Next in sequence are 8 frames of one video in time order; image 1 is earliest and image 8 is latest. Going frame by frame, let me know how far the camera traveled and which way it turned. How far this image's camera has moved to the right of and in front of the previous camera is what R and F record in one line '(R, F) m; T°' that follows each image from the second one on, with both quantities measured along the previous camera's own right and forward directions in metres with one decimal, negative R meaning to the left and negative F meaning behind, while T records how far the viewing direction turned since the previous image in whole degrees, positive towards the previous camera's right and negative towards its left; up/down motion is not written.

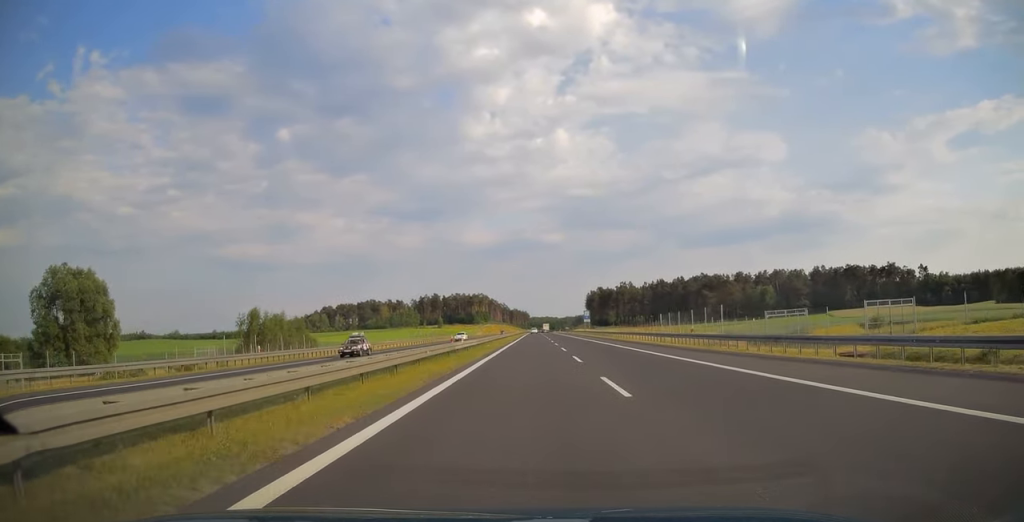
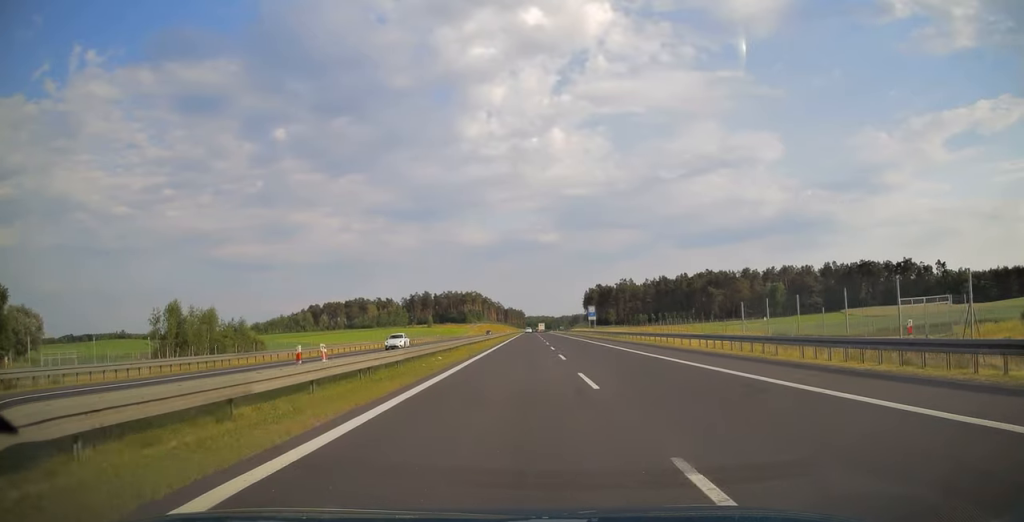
(0.0, +22.6) m; 0°
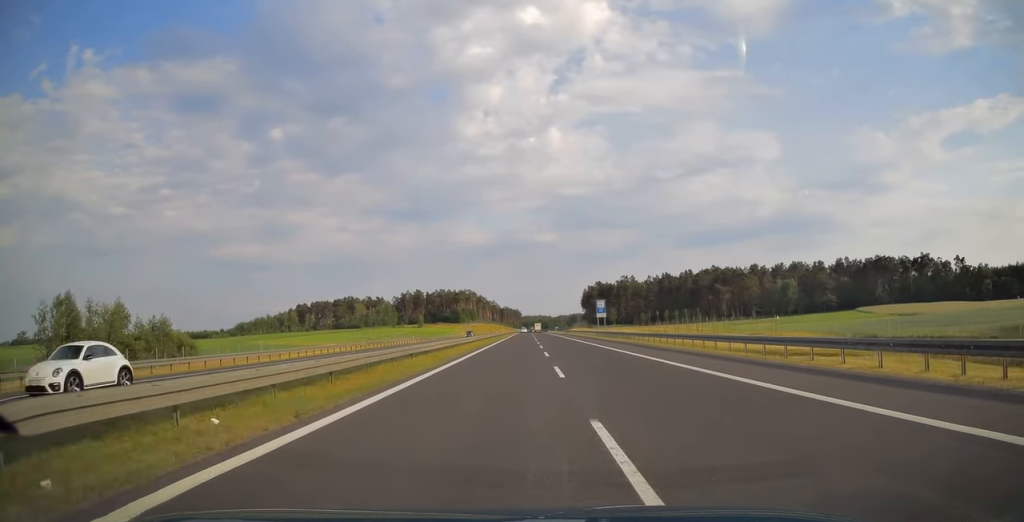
(+0.1, +20.9) m; 0°
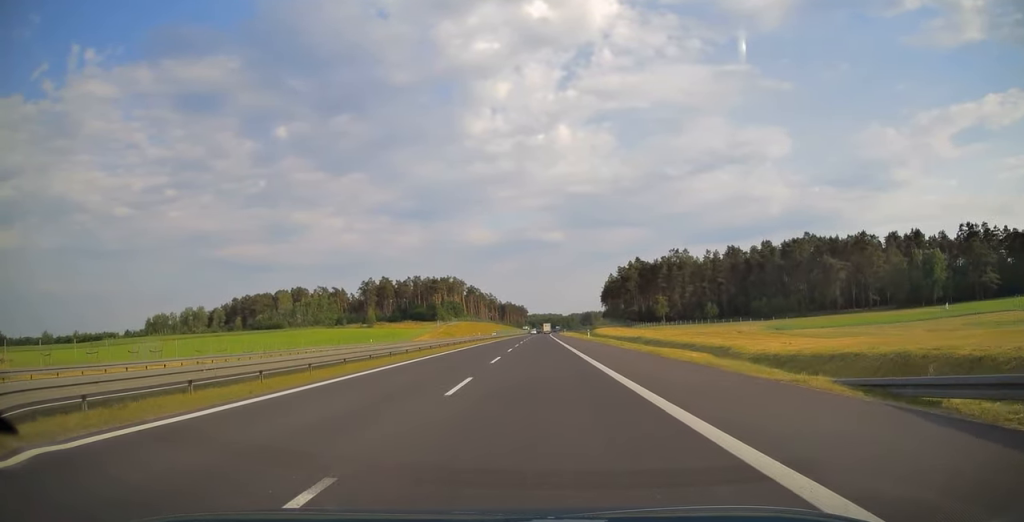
(+0.8, +123.6) m; 0°
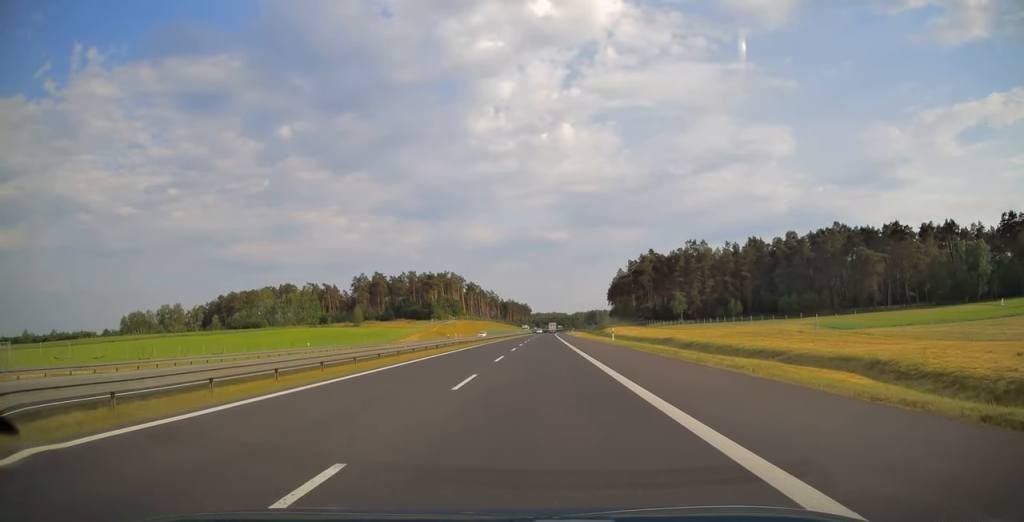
(-0.1, +23.1) m; 0°
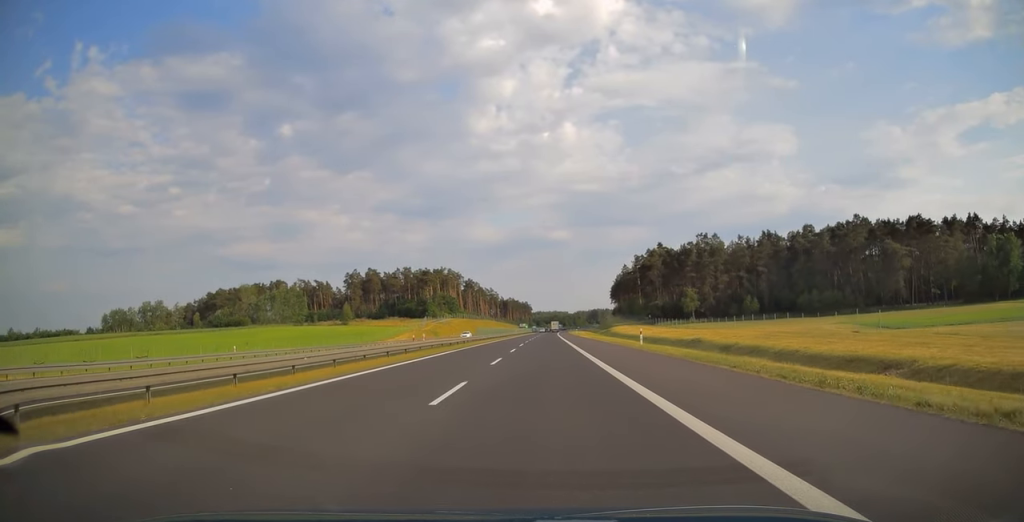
(0.0, +14.8) m; 0°
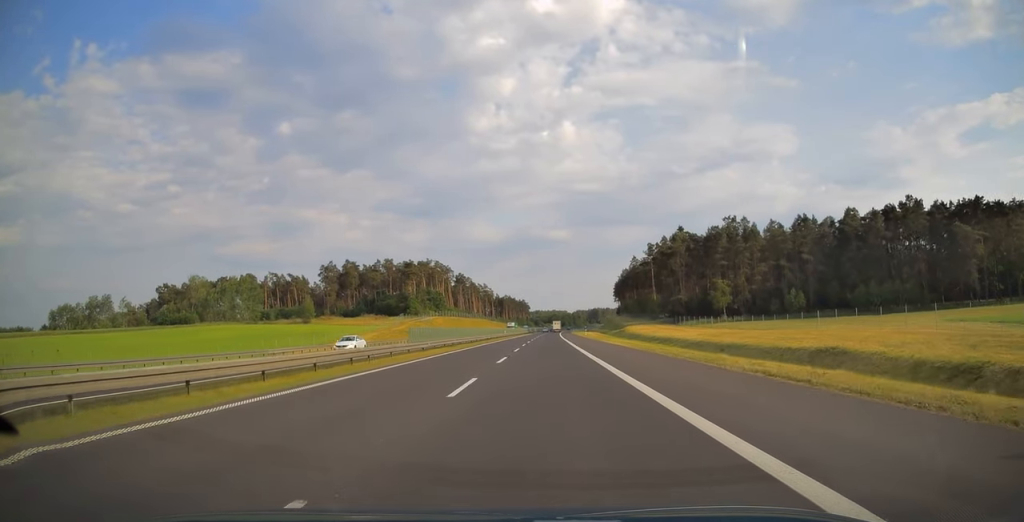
(-0.1, +34.6) m; 0°
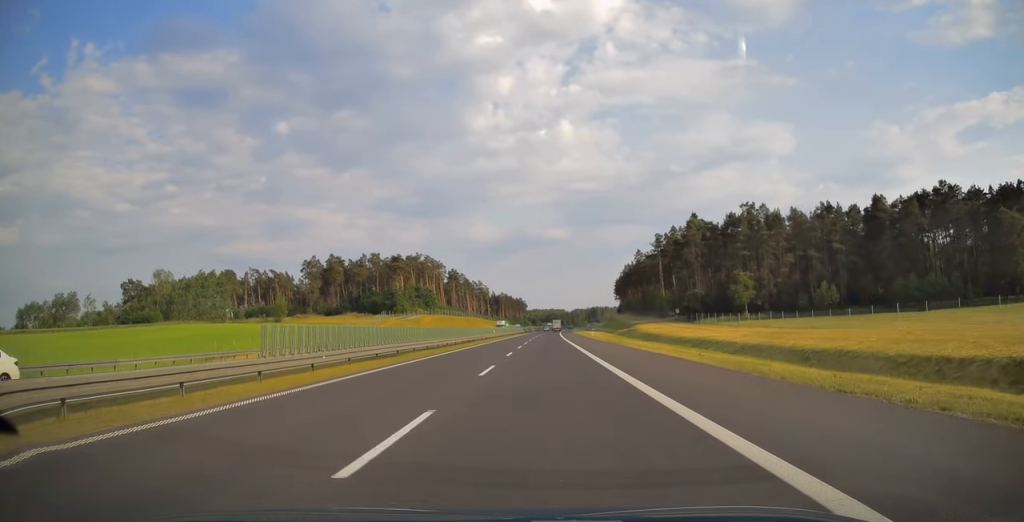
(0.0, +18.7) m; 0°
